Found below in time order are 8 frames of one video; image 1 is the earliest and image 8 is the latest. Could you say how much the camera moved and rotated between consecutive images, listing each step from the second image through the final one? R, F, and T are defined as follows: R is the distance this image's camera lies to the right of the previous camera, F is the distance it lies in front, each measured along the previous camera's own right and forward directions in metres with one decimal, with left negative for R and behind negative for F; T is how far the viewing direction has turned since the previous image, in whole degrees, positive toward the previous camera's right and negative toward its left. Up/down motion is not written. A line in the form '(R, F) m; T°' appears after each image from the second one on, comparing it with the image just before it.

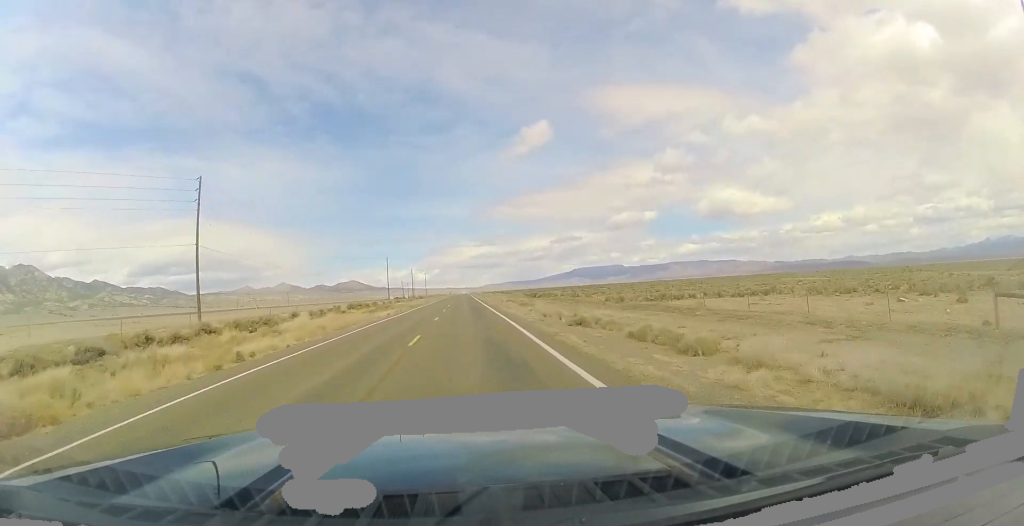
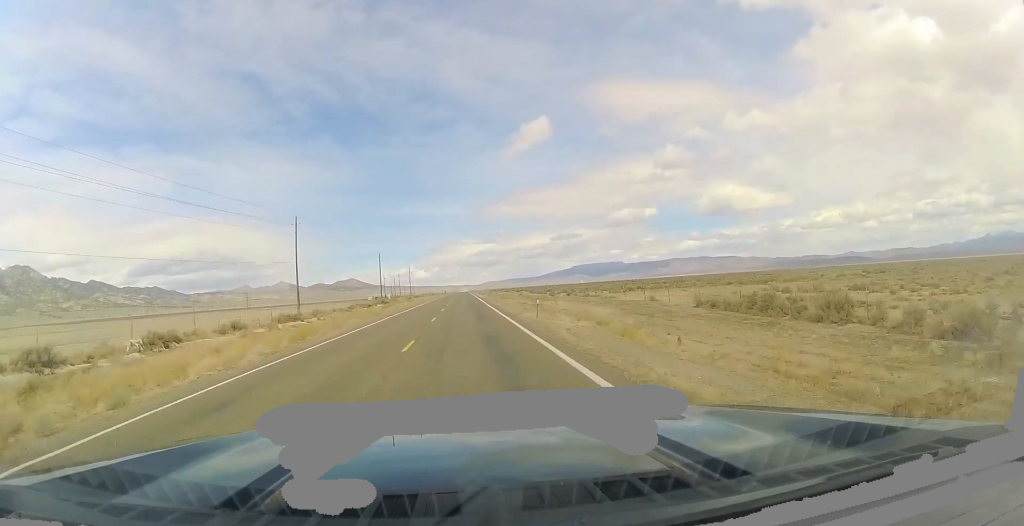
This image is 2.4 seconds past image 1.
(-0.8, +83.8) m; -1°
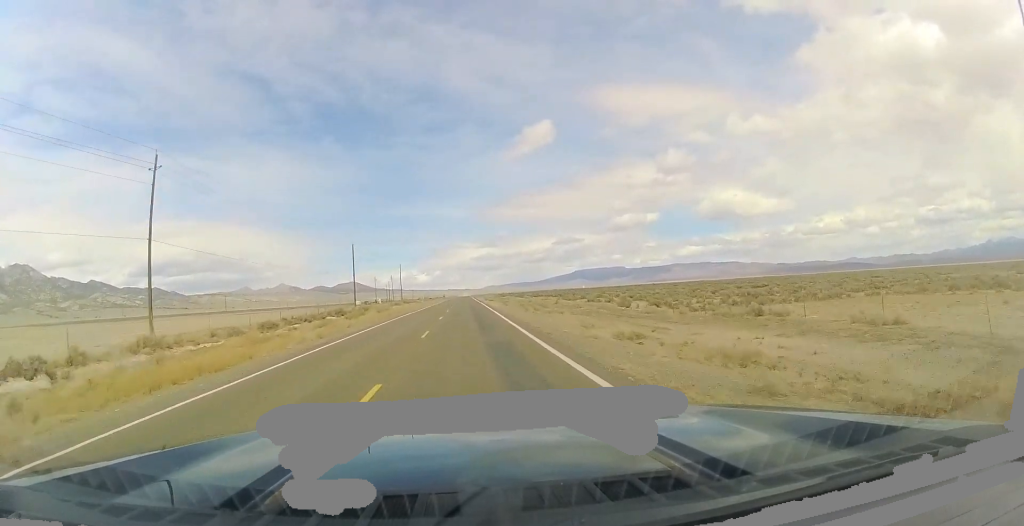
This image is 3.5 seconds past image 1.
(0.0, +35.5) m; 0°
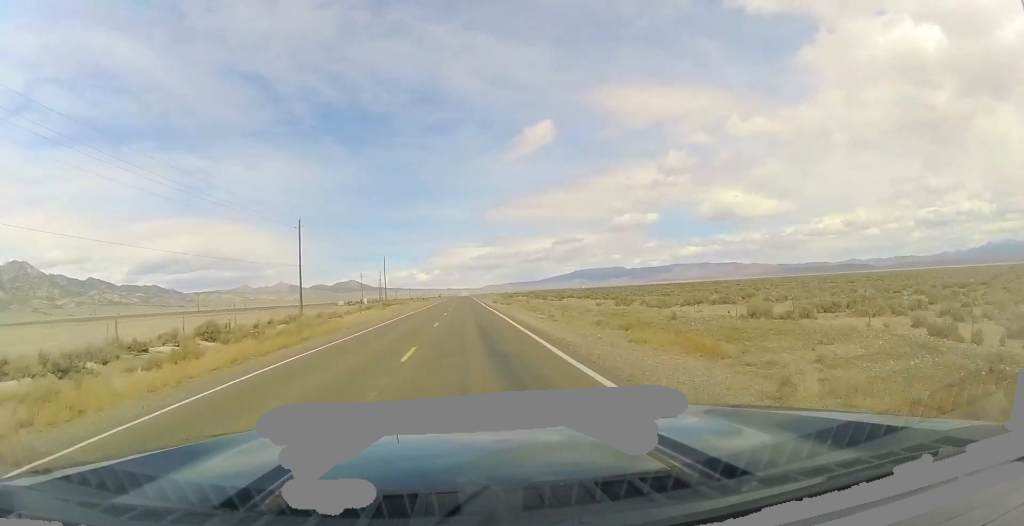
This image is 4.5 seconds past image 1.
(+0.2, +34.1) m; 0°
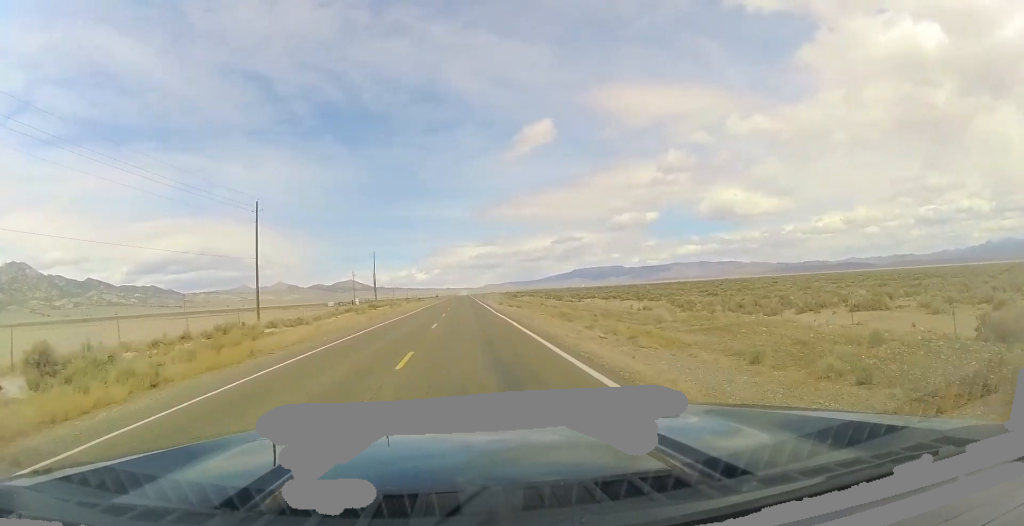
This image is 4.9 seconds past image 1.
(0.0, +14.7) m; 0°
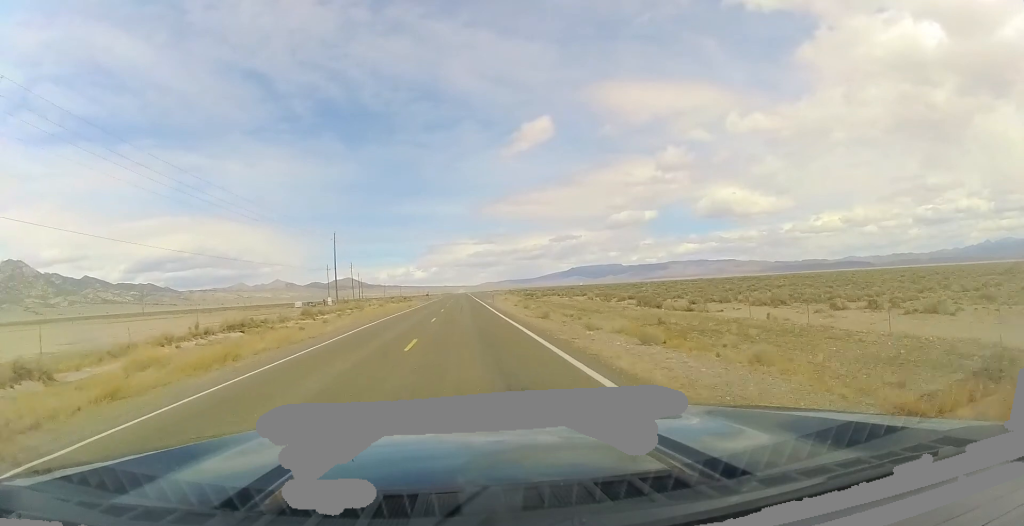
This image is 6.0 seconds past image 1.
(0.0, +37.4) m; -1°
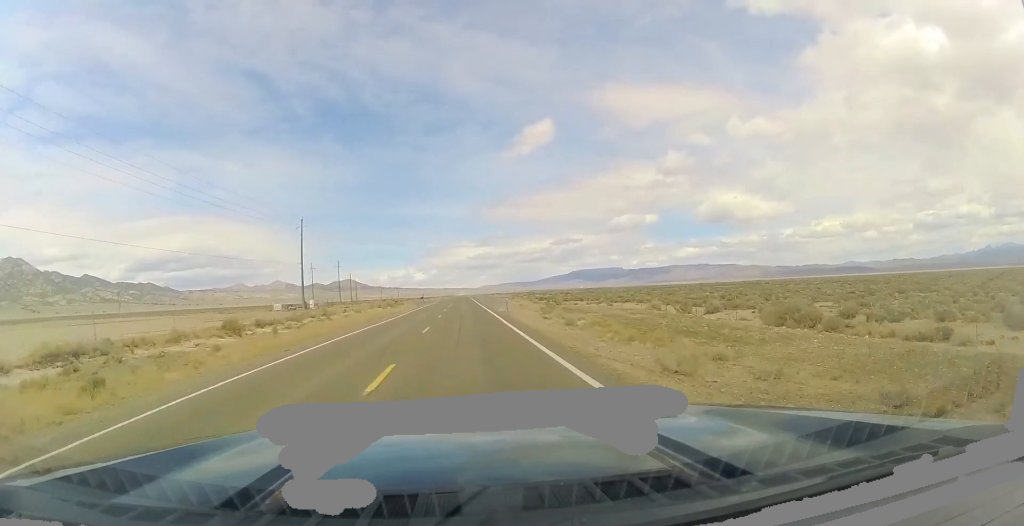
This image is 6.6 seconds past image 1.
(-0.1, +19.2) m; 0°
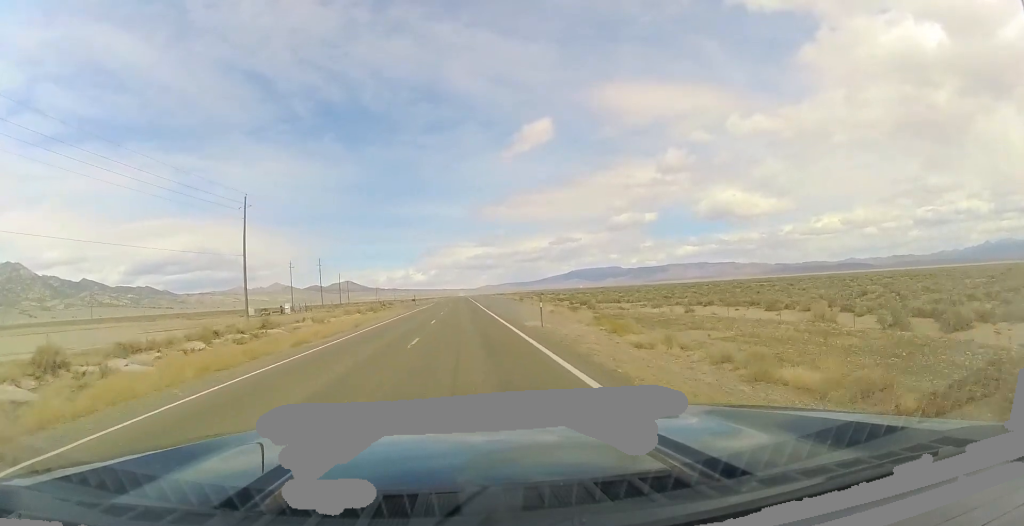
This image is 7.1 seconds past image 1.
(-0.2, +19.1) m; 0°
